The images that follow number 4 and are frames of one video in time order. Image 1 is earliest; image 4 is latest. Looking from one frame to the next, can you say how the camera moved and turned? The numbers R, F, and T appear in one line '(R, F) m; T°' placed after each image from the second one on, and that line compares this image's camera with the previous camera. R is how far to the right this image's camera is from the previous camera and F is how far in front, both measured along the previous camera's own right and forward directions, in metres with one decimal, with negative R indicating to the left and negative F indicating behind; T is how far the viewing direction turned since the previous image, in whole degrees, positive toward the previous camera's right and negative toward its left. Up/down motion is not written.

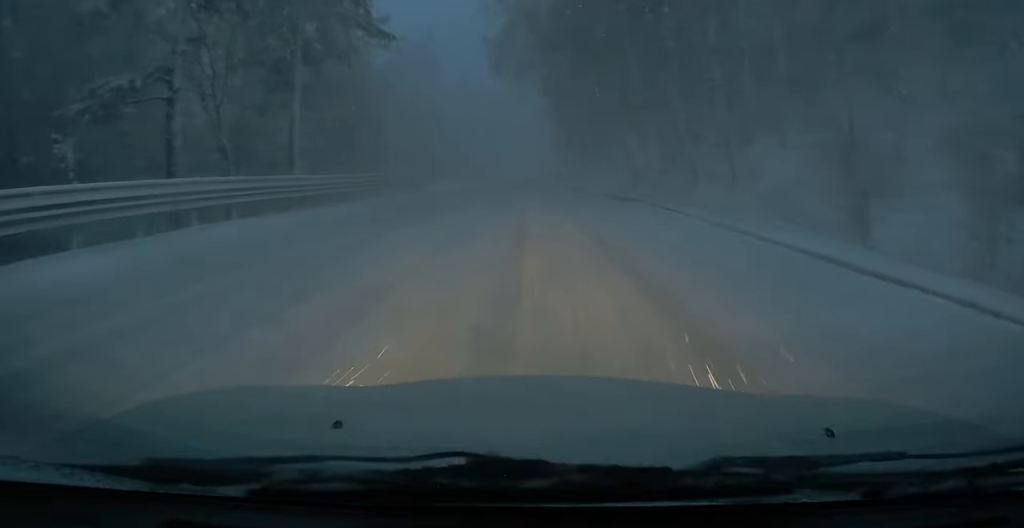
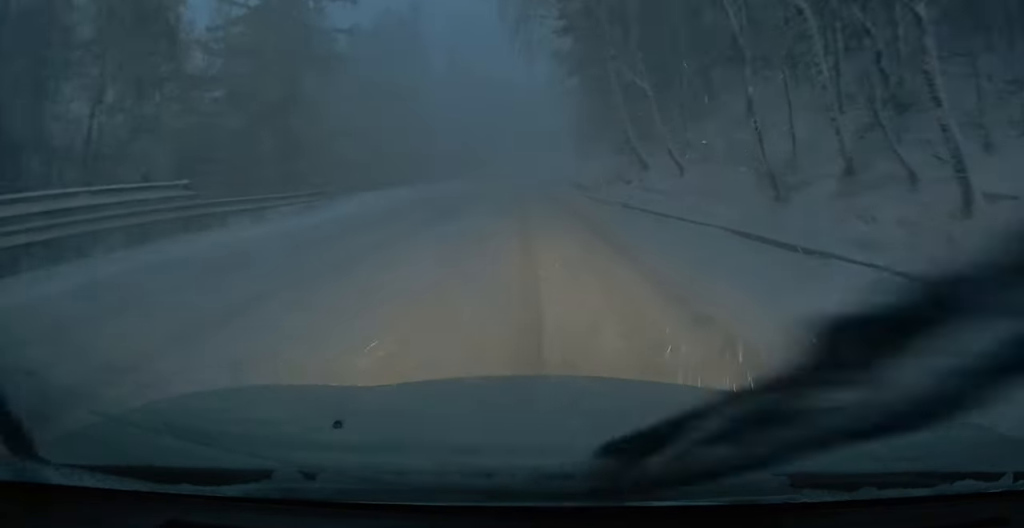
(-0.7, +20.6) m; -2°
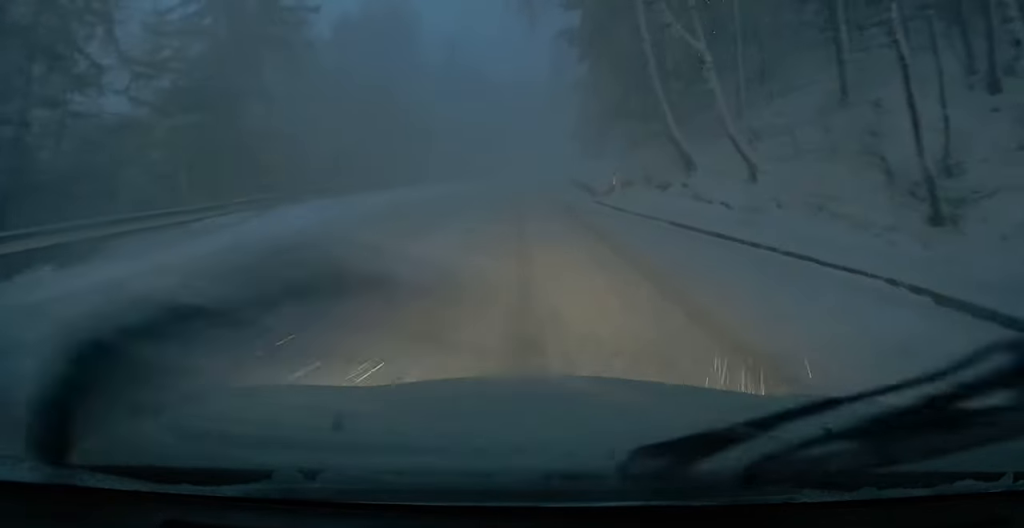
(0.0, +6.9) m; +2°
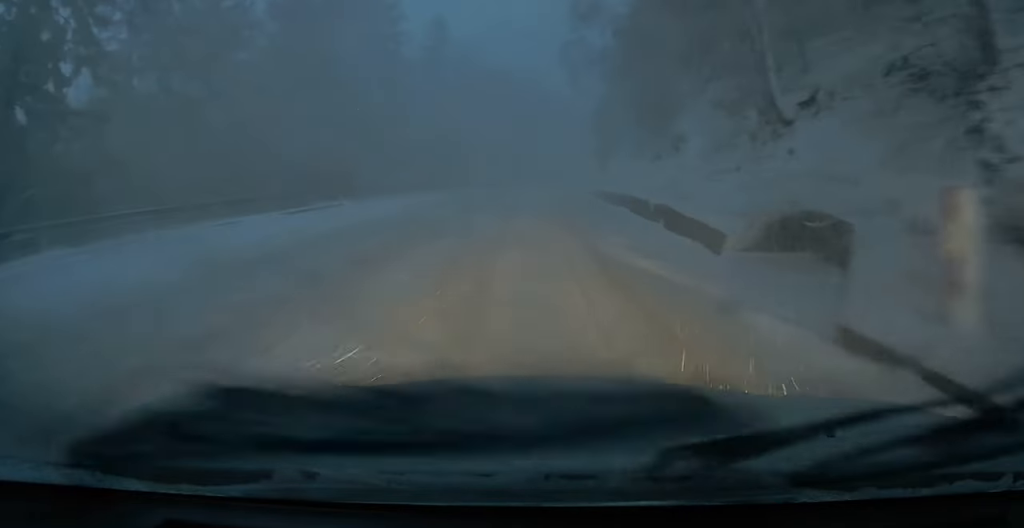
(+0.6, +17.1) m; +3°
